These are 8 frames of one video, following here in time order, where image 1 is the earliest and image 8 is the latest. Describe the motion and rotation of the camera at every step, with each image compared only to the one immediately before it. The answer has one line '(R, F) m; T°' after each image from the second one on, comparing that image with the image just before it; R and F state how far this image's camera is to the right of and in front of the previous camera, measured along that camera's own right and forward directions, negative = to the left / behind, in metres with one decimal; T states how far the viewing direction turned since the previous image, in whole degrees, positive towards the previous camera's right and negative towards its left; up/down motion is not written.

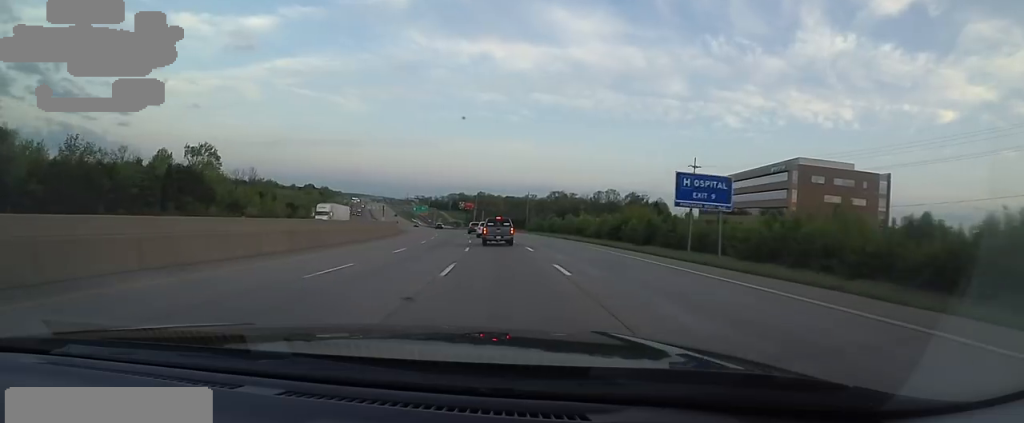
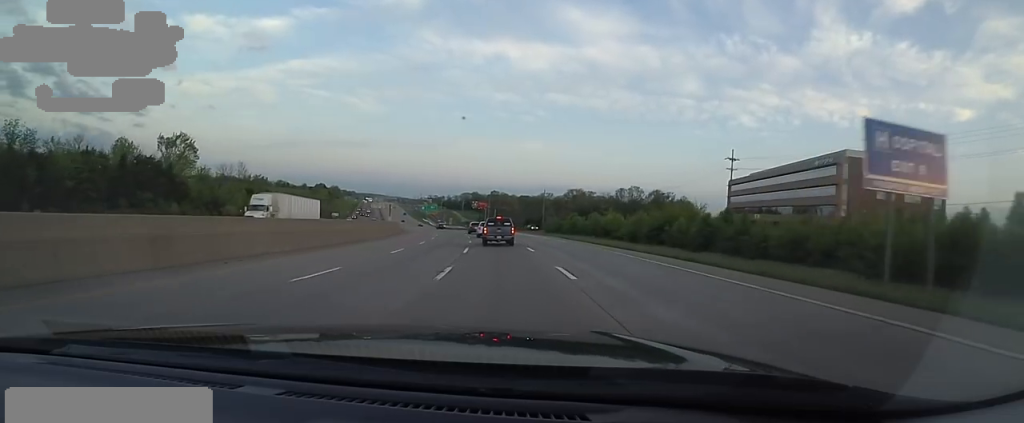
(0.0, +13.4) m; -1°
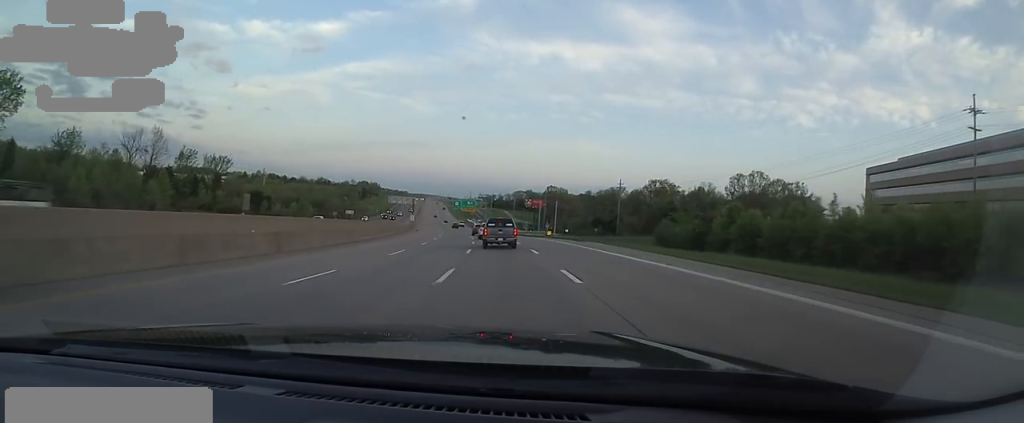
(-2.5, +50.4) m; -9°
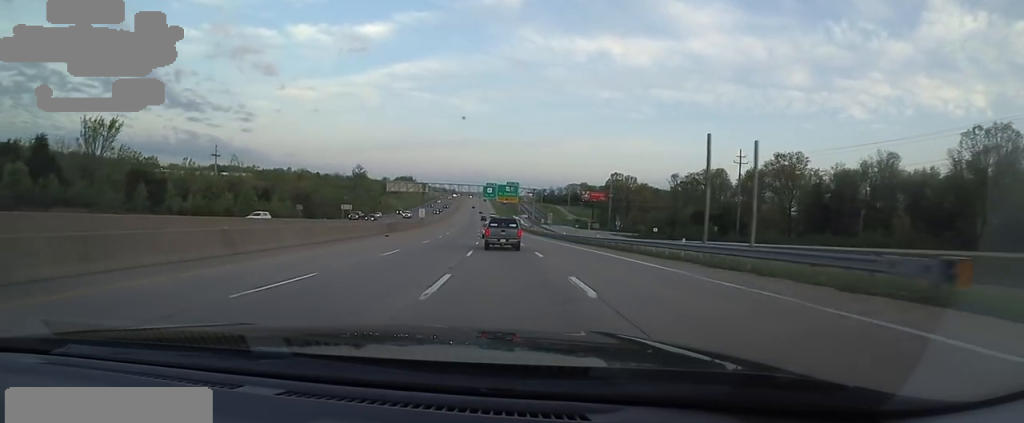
(-2.5, +50.2) m; -3°
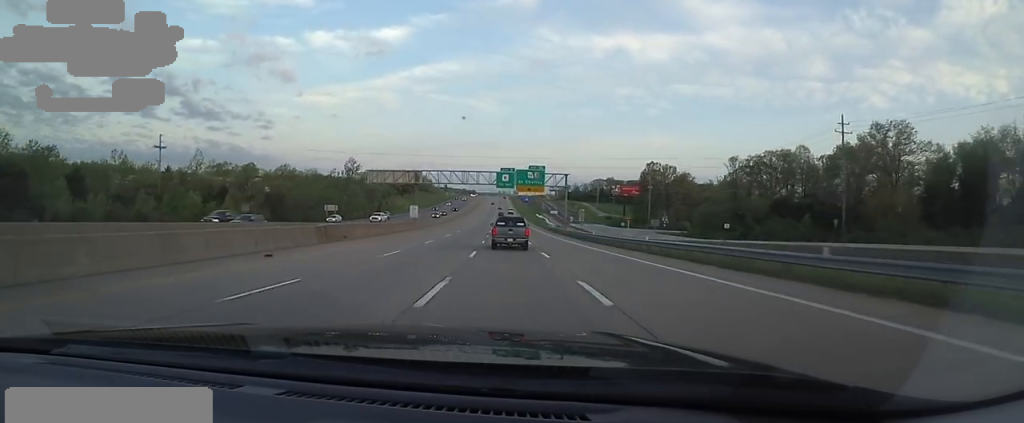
(-0.7, +24.5) m; -4°
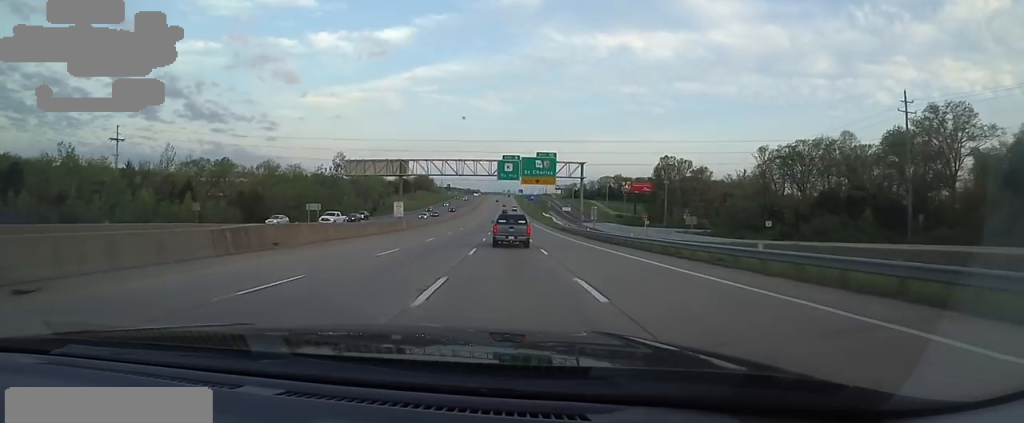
(-0.3, +11.5) m; -1°
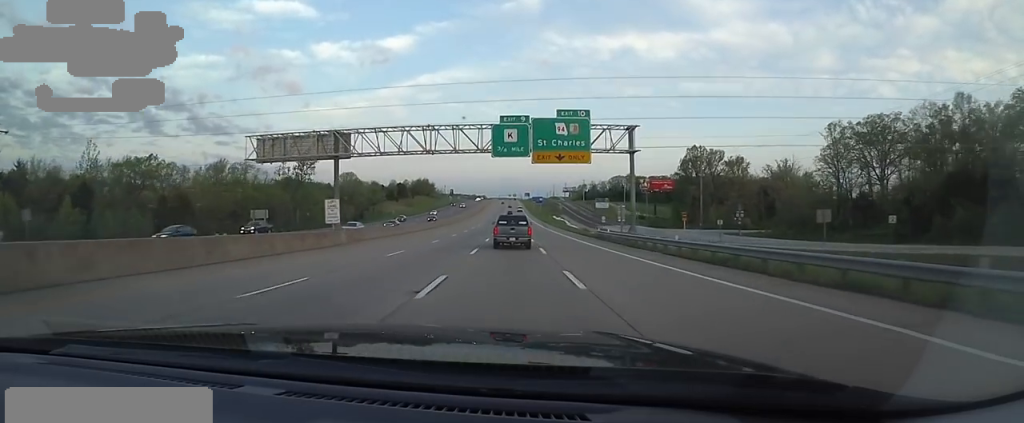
(-0.6, +22.4) m; -2°
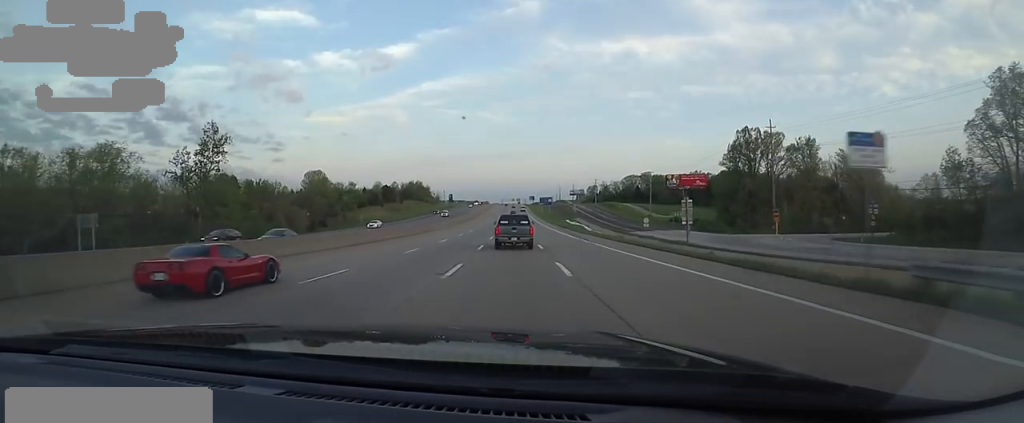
(-0.2, +33.5) m; 0°
